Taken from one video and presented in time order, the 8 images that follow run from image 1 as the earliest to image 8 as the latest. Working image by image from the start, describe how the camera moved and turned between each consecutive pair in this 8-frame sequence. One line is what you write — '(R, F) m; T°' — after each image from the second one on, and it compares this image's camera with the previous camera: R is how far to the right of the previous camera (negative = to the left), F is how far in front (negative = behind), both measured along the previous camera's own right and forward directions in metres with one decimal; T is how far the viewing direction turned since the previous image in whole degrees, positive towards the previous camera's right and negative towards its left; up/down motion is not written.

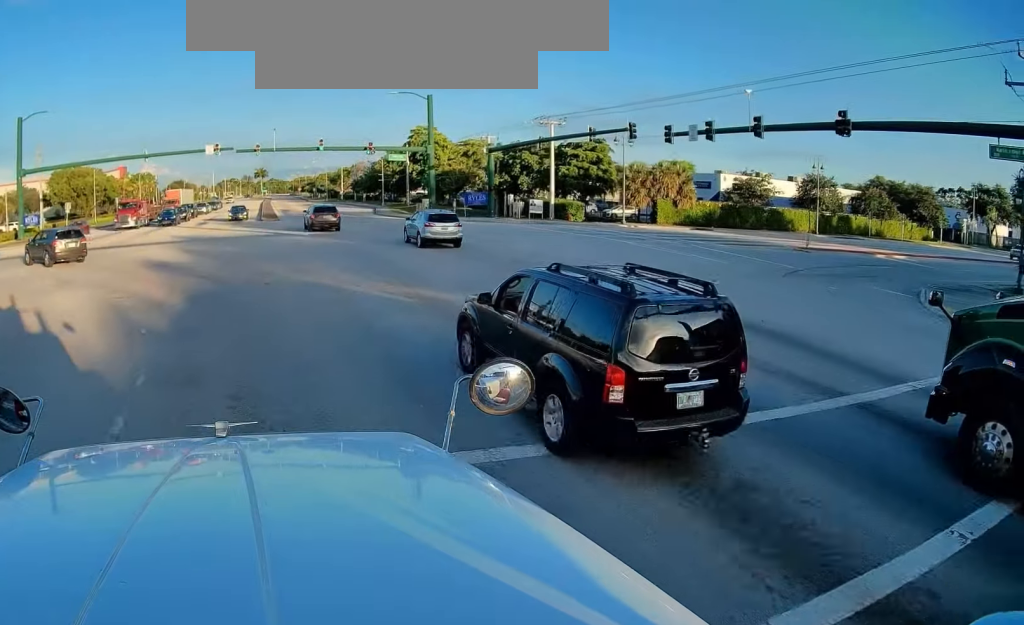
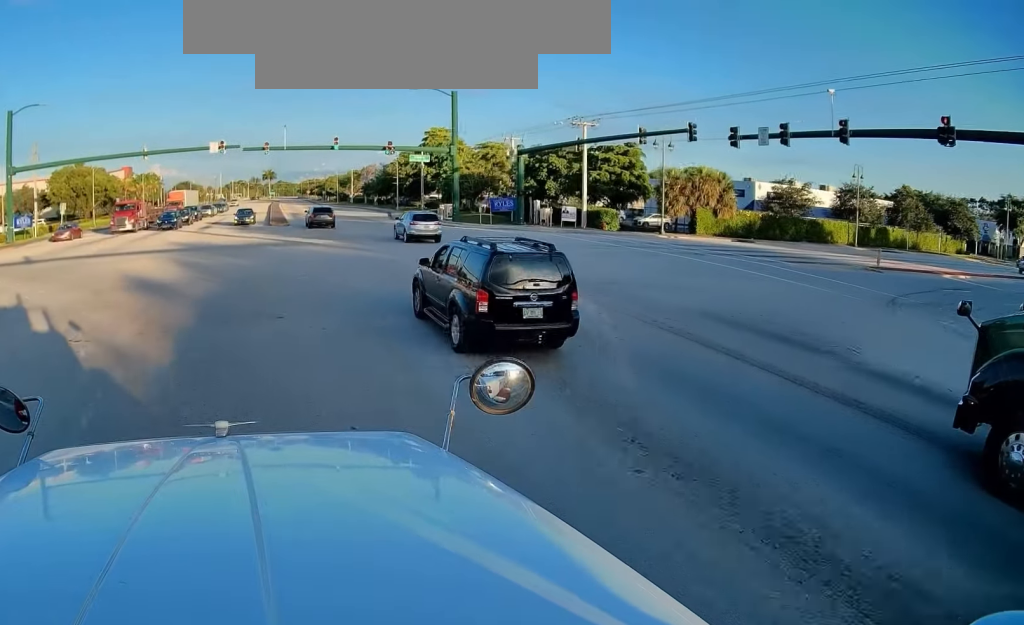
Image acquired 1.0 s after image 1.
(-0.2, +4.7) m; -3°
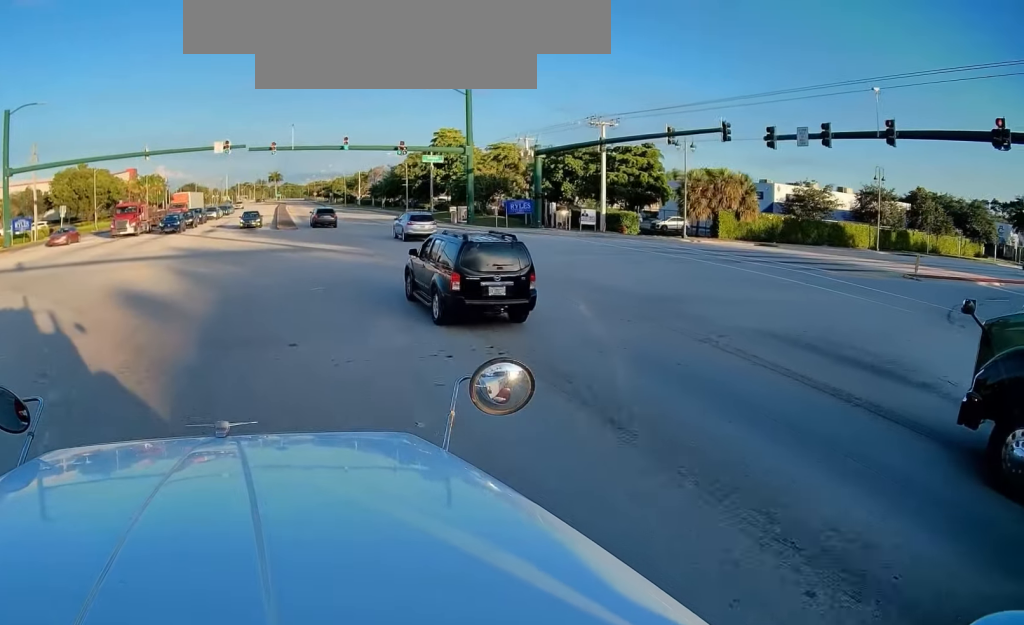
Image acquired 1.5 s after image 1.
(0.0, +2.3) m; -1°
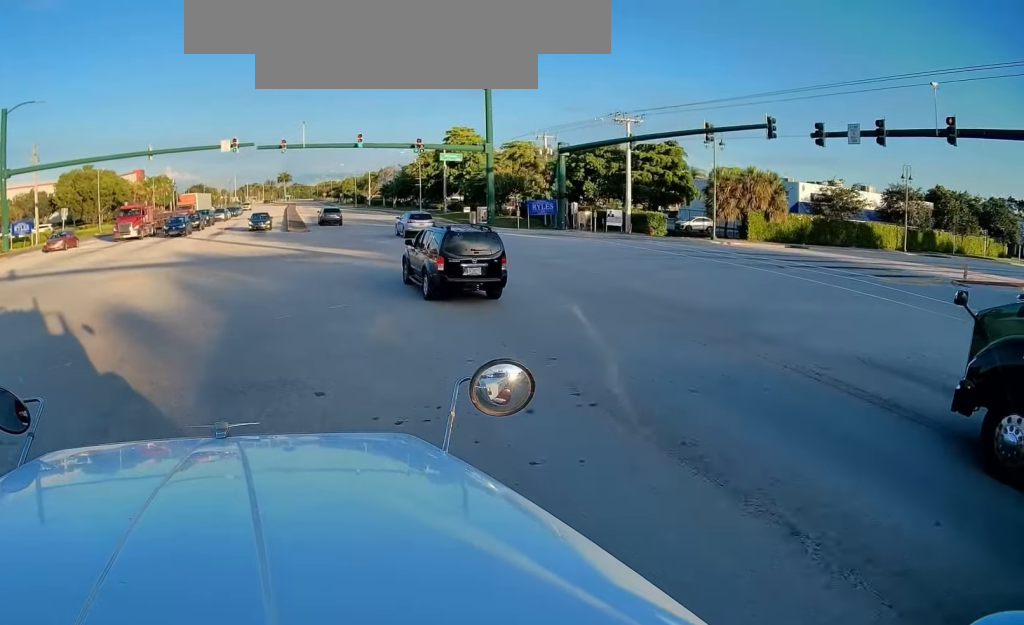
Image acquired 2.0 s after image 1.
(0.0, +2.8) m; -1°
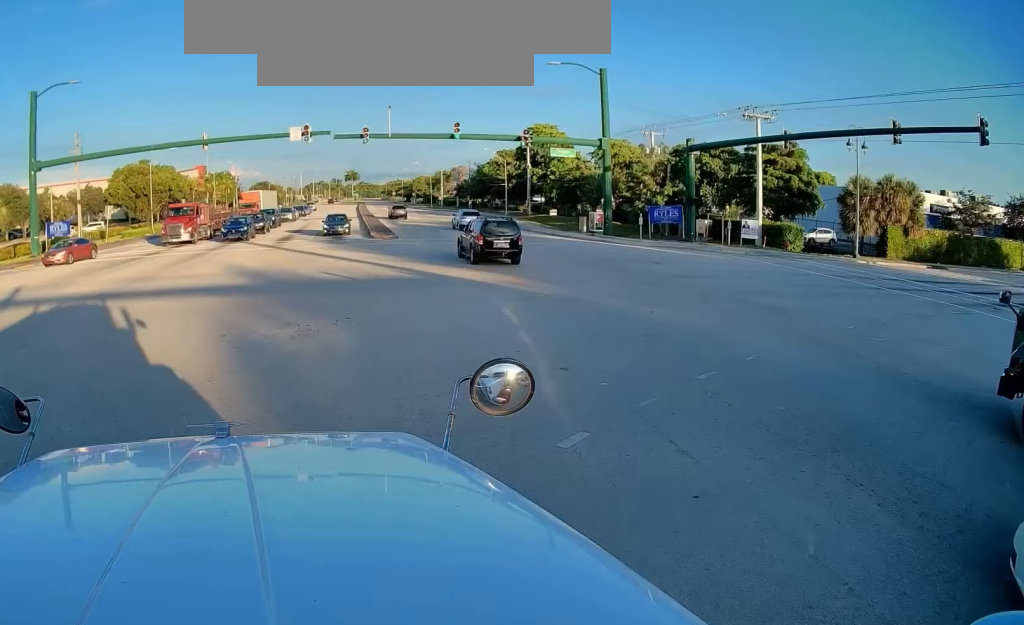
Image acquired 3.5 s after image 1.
(-0.4, +8.4) m; -10°
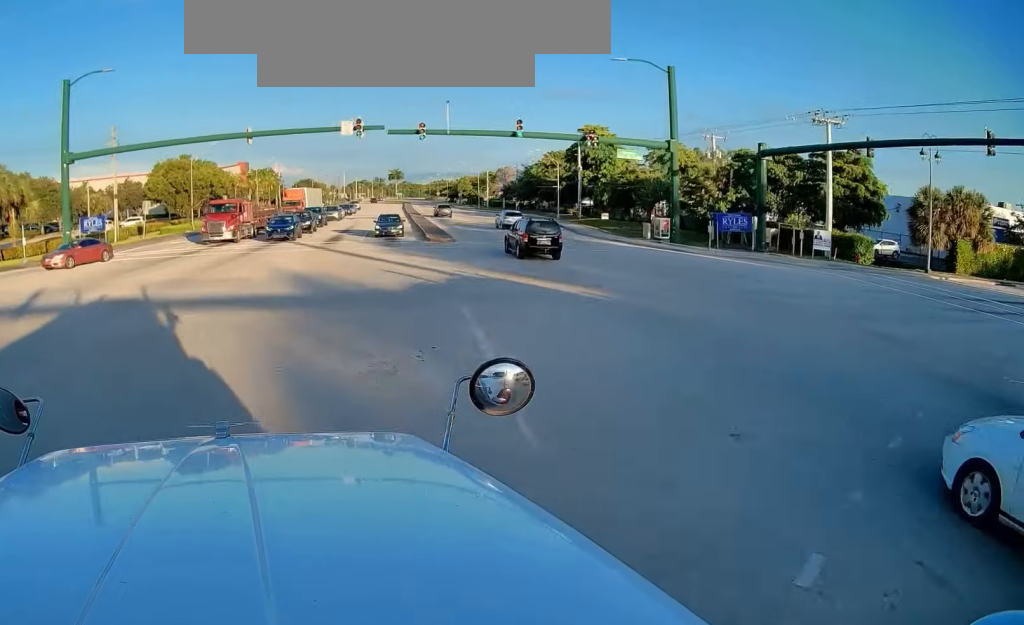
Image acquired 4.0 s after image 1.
(-0.1, +2.7) m; -5°
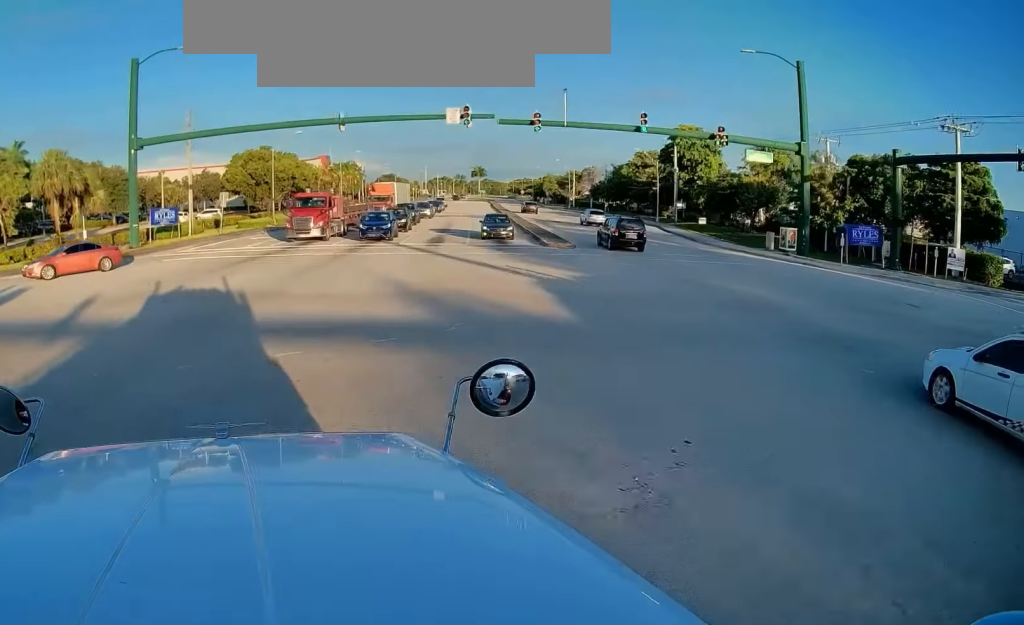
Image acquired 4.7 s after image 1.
(-0.3, +3.9) m; -9°
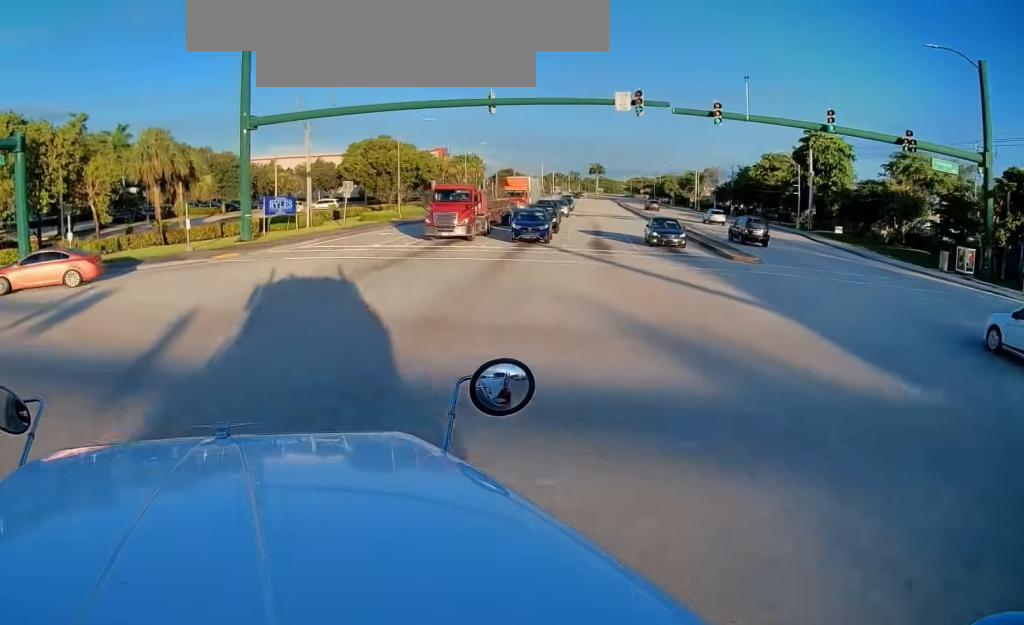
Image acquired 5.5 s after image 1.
(-0.4, +4.7) m; -11°
